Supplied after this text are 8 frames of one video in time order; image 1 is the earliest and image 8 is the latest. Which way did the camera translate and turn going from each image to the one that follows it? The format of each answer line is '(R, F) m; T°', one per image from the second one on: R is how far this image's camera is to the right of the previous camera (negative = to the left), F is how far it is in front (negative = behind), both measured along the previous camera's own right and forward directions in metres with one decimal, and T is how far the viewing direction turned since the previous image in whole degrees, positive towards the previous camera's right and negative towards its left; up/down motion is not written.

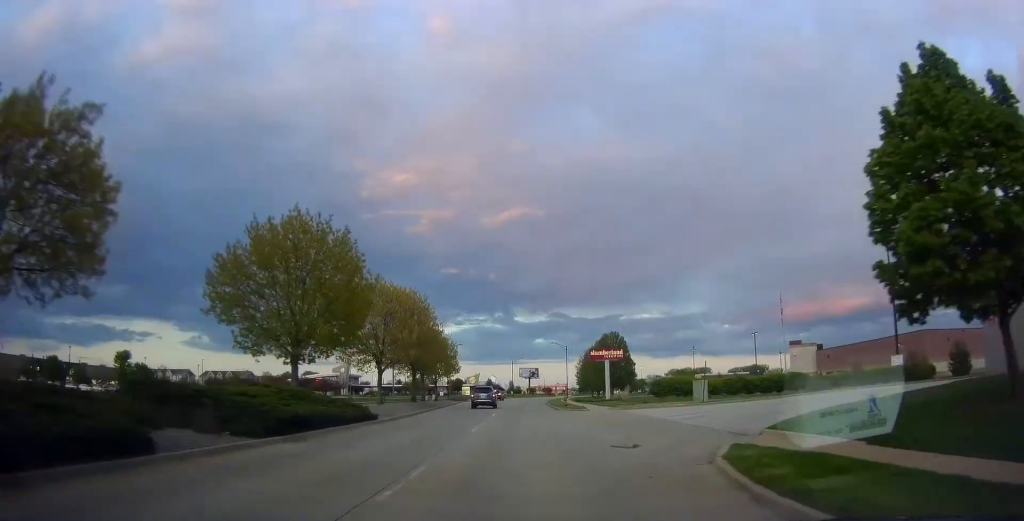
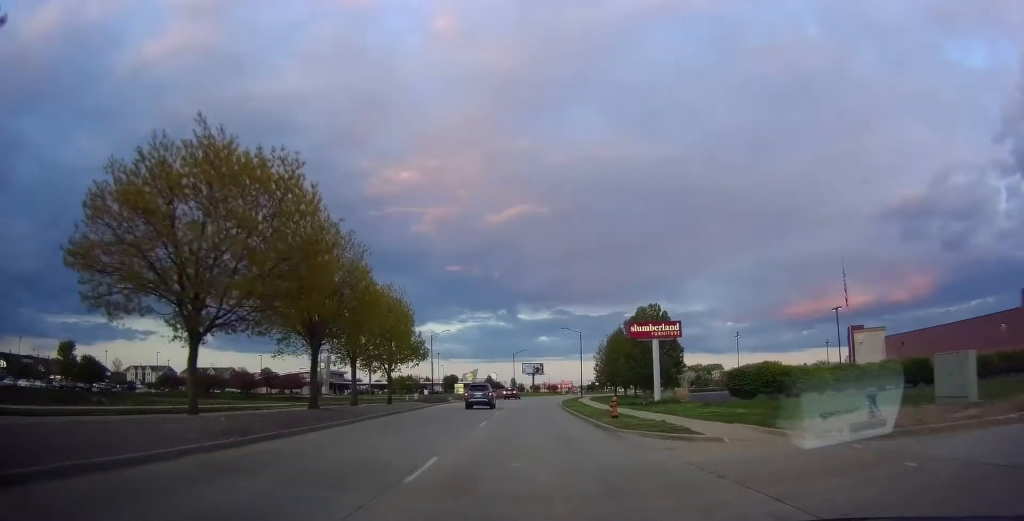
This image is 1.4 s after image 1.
(0.0, +23.0) m; 0°
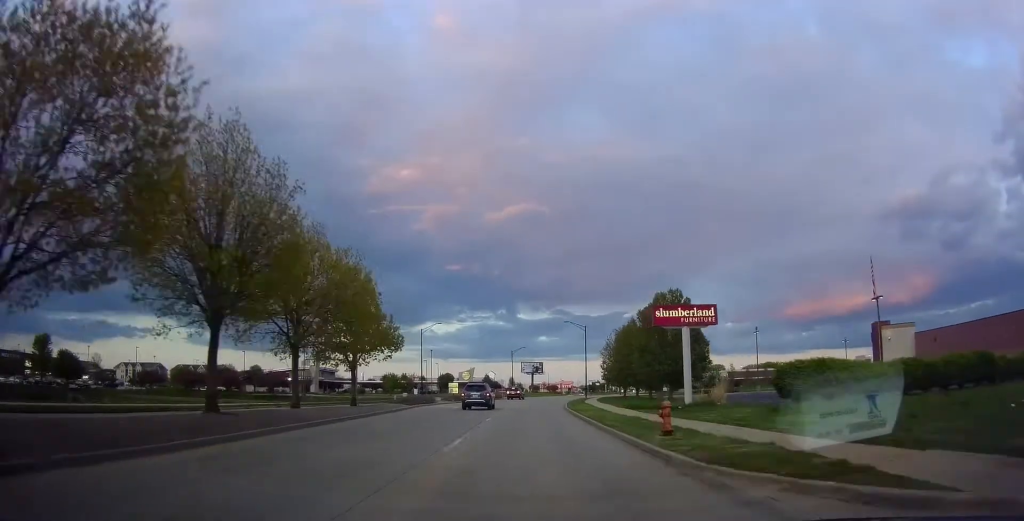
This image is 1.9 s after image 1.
(0.0, +8.4) m; 0°
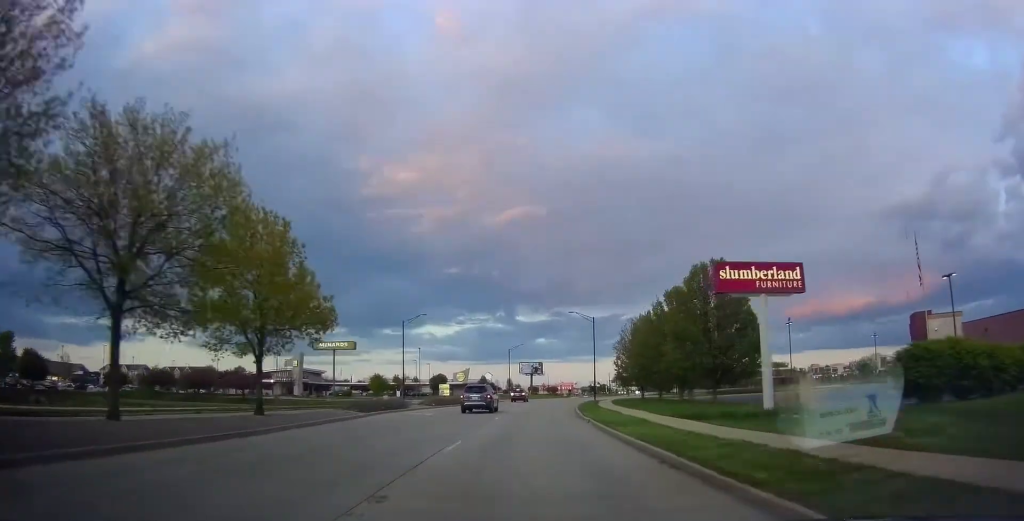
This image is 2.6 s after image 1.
(0.0, +11.7) m; 0°
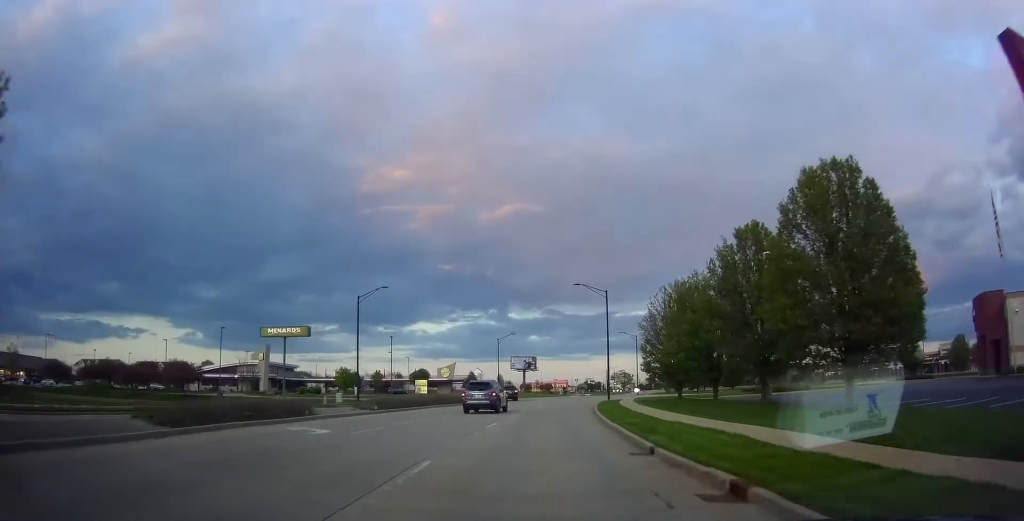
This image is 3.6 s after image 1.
(0.0, +17.8) m; +1°
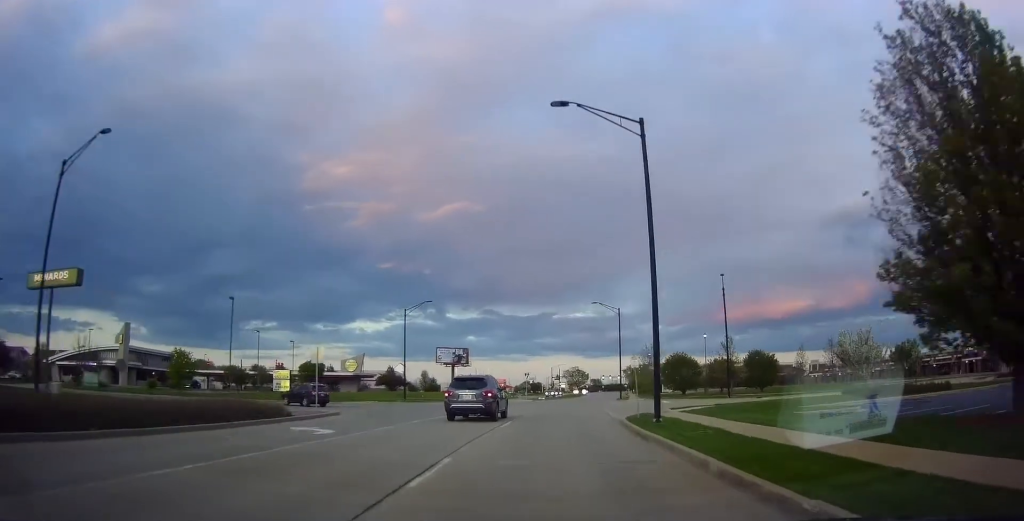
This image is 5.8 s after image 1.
(+1.3, +35.8) m; +4°
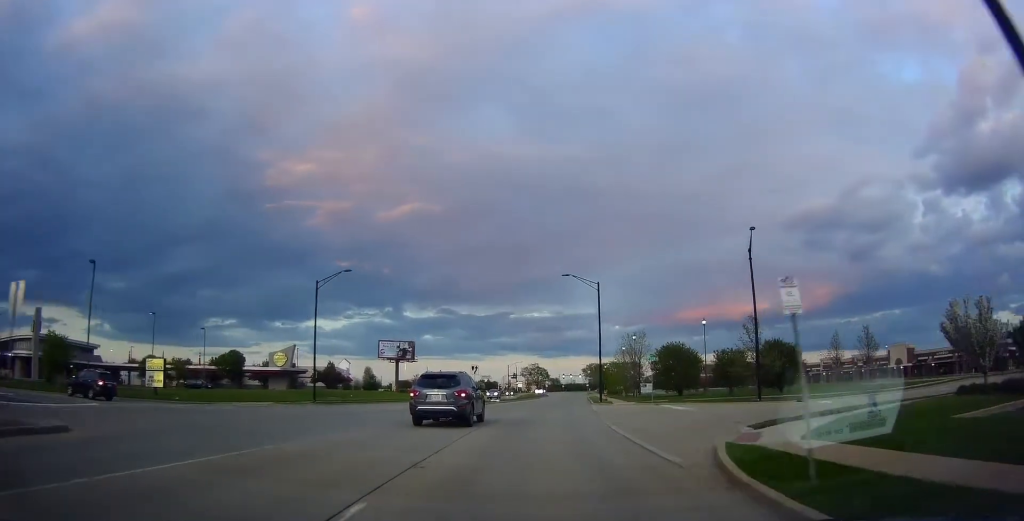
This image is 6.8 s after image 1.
(+0.3, +16.6) m; +3°
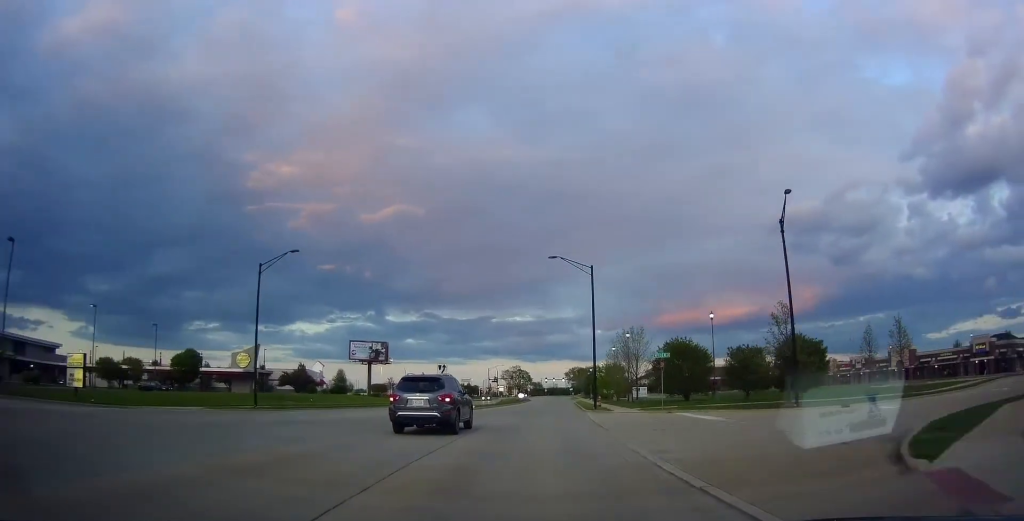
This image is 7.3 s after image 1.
(0.0, +8.3) m; +2°
